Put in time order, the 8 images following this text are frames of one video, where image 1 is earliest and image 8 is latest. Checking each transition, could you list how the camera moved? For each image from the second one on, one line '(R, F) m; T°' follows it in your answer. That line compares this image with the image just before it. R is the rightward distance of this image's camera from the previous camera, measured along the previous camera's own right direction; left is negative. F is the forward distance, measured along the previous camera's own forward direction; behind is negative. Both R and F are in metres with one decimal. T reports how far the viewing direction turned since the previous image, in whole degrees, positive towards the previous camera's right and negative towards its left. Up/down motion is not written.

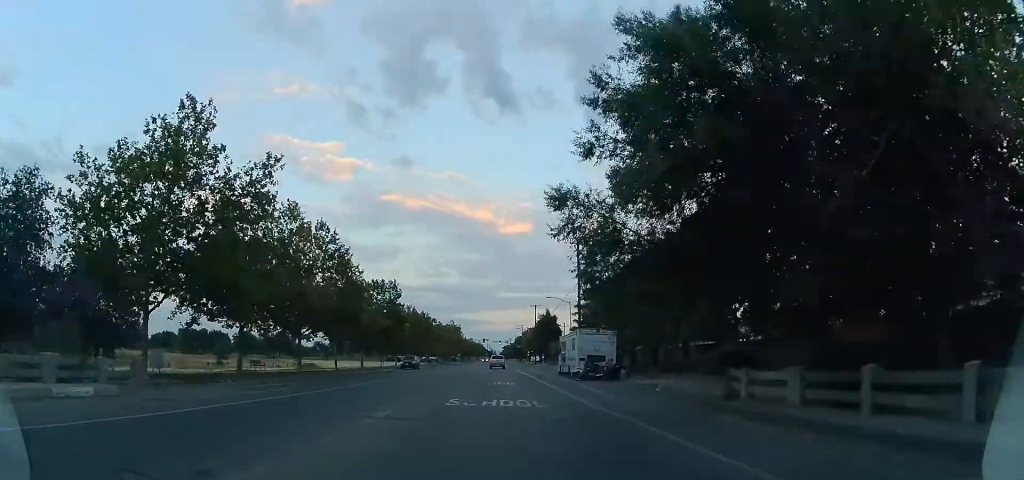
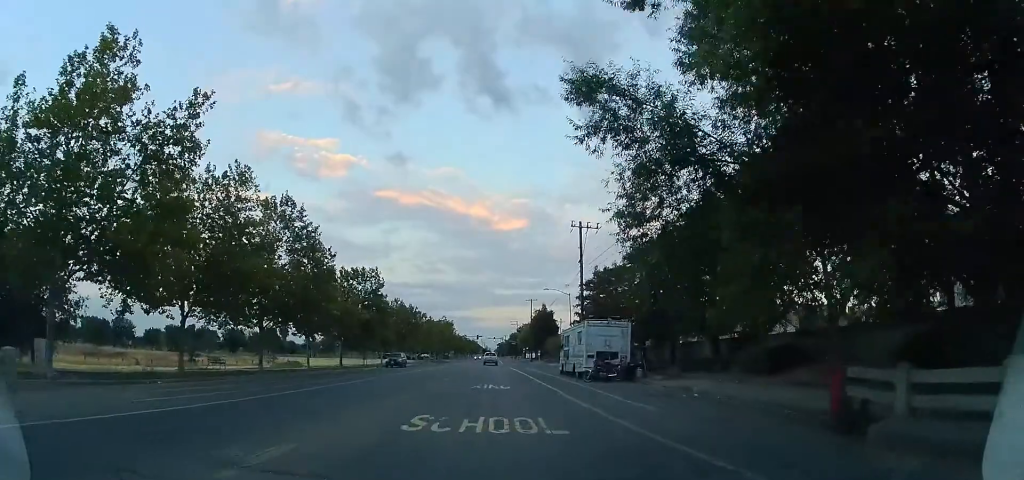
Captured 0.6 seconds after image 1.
(0.0, +5.7) m; 0°
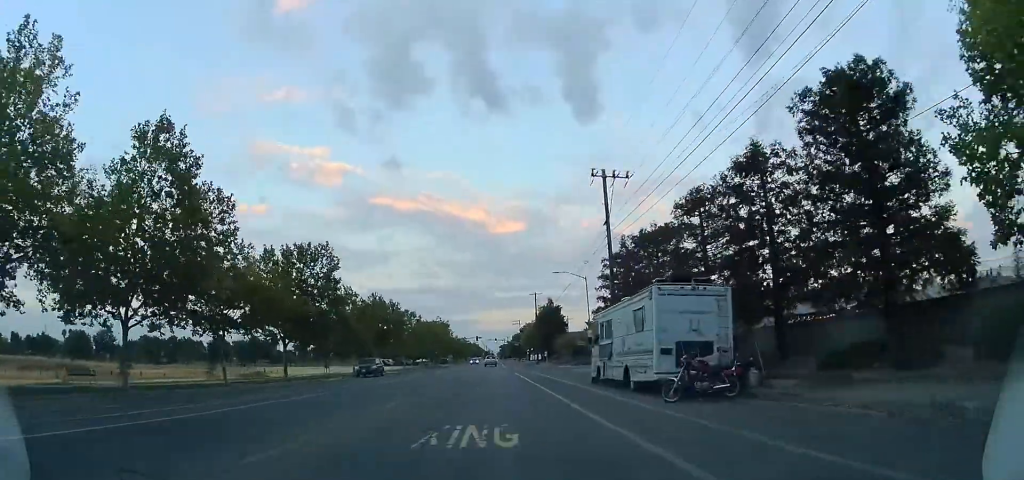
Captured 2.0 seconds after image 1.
(+0.3, +14.3) m; +3°
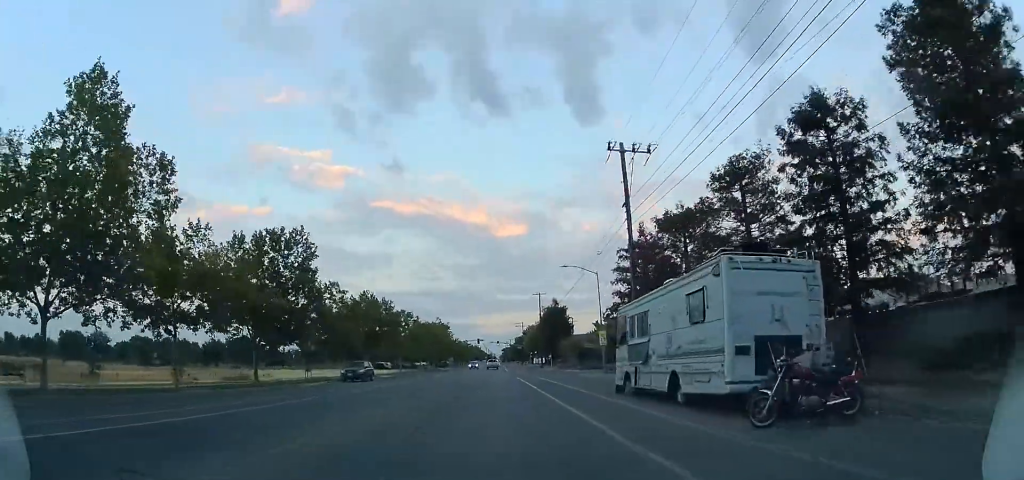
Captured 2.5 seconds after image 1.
(+0.3, +5.0) m; 0°
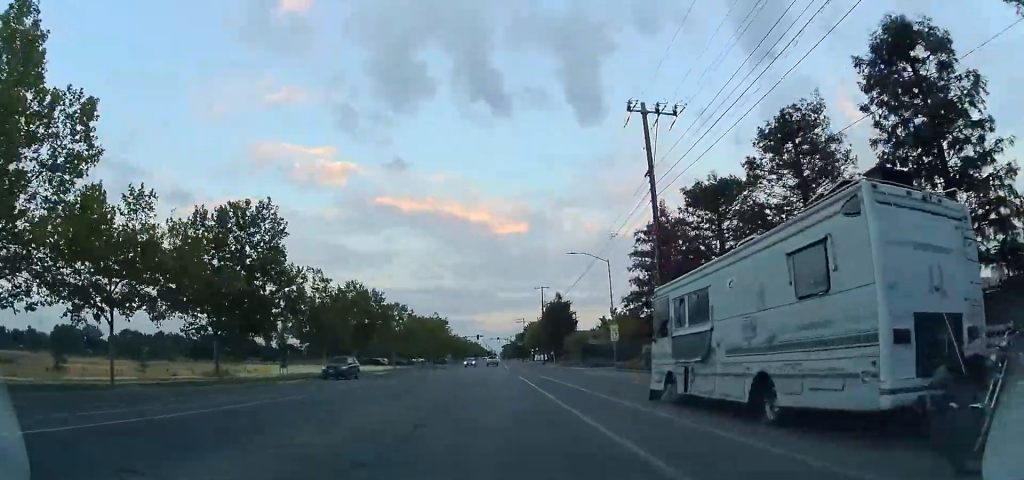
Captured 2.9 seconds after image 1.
(-0.1, +4.8) m; 0°
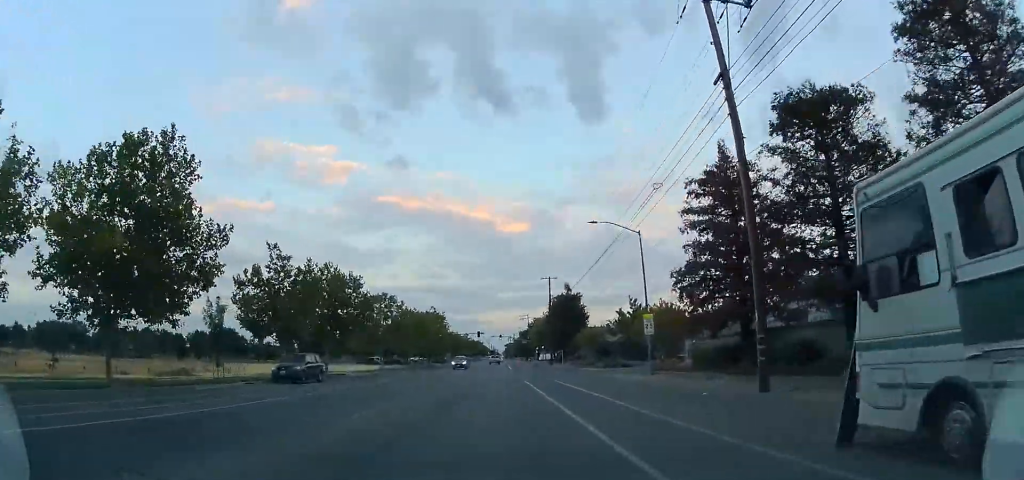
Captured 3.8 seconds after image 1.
(-0.3, +9.2) m; 0°
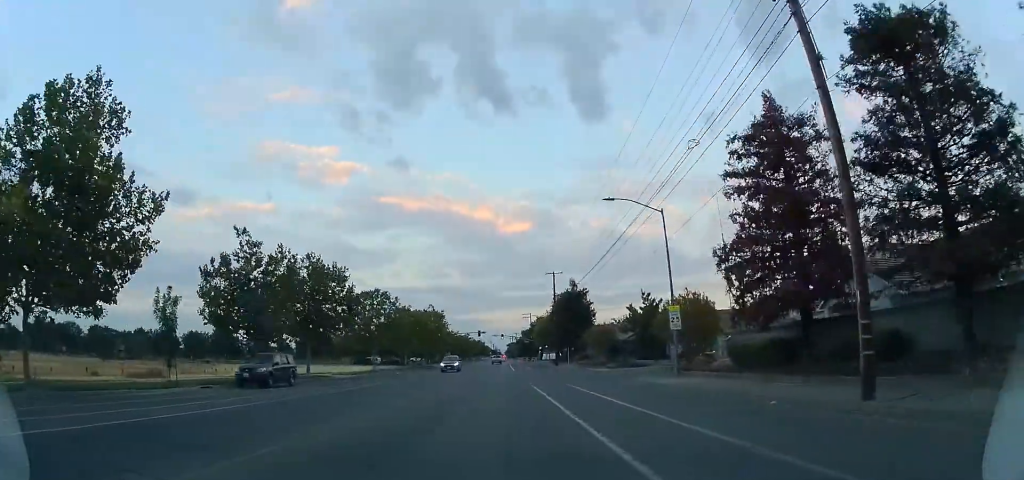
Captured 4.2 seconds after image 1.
(+0.2, +4.9) m; +1°
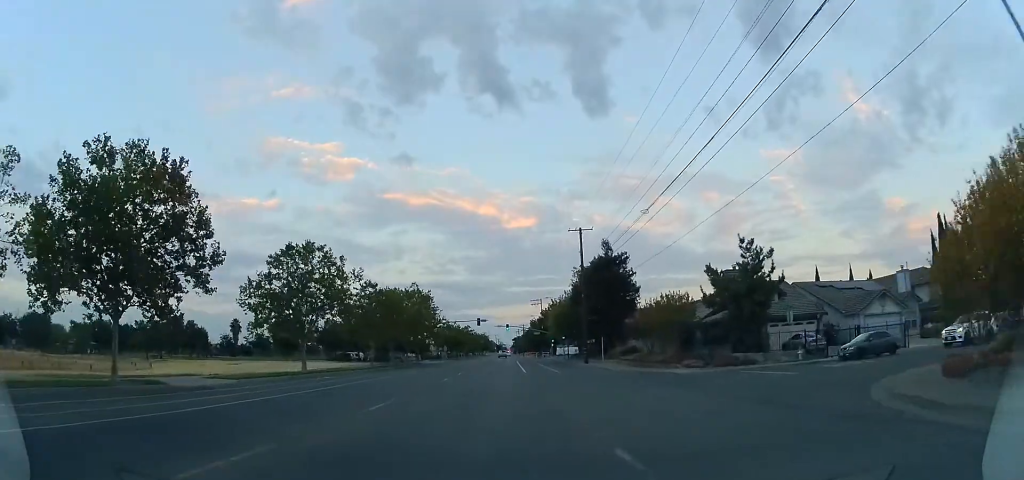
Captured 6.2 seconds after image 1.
(-0.2, +23.1) m; -2°
